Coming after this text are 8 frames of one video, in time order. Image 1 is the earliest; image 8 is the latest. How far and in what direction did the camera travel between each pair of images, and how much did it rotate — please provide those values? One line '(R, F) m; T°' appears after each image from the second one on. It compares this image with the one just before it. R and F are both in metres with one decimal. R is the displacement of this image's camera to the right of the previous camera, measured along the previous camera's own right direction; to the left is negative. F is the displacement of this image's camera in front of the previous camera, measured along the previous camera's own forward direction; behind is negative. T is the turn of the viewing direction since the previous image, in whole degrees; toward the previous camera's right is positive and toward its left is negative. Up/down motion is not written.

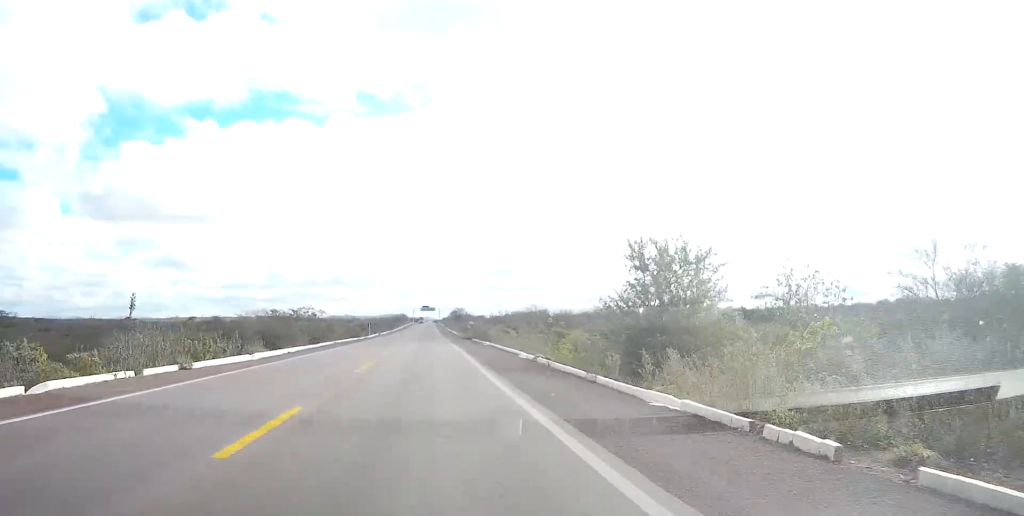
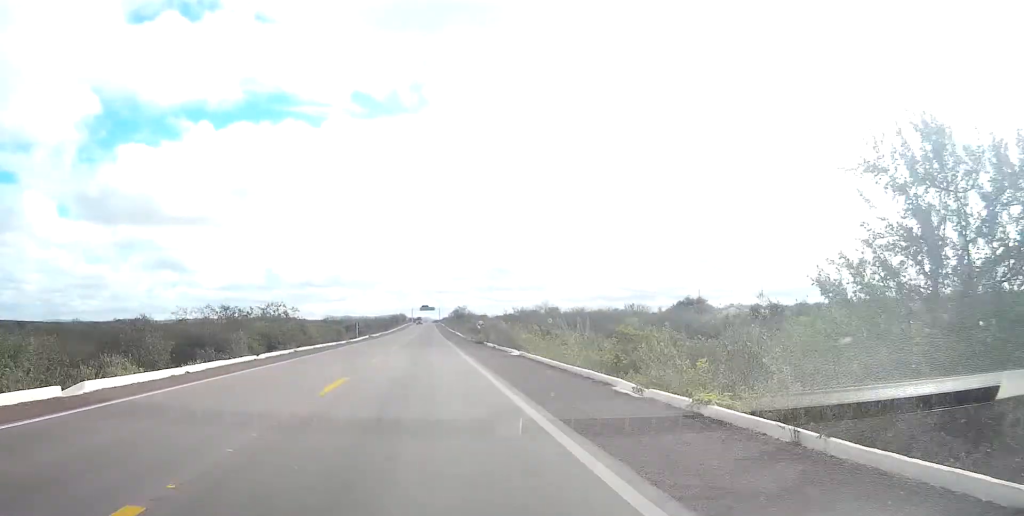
(0.0, +18.6) m; 0°
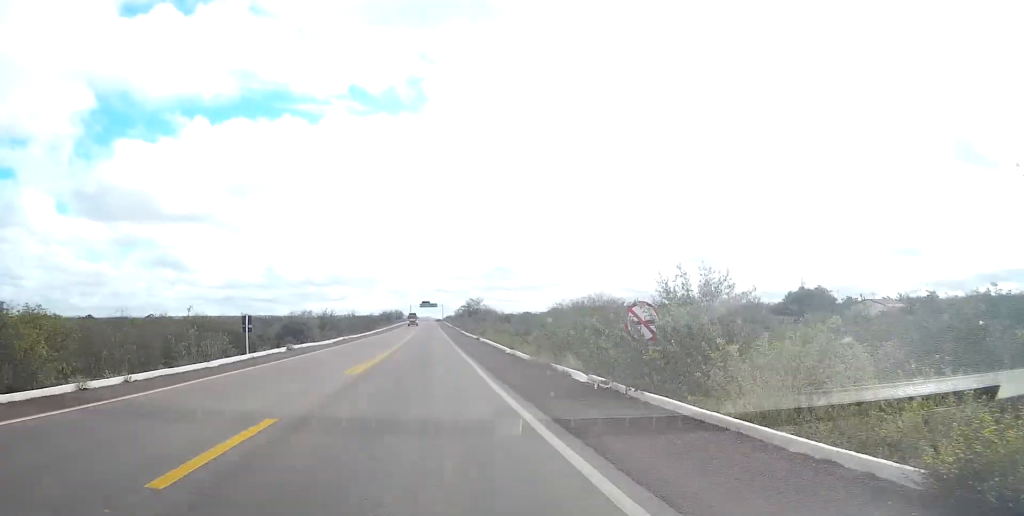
(+0.1, +57.5) m; 0°
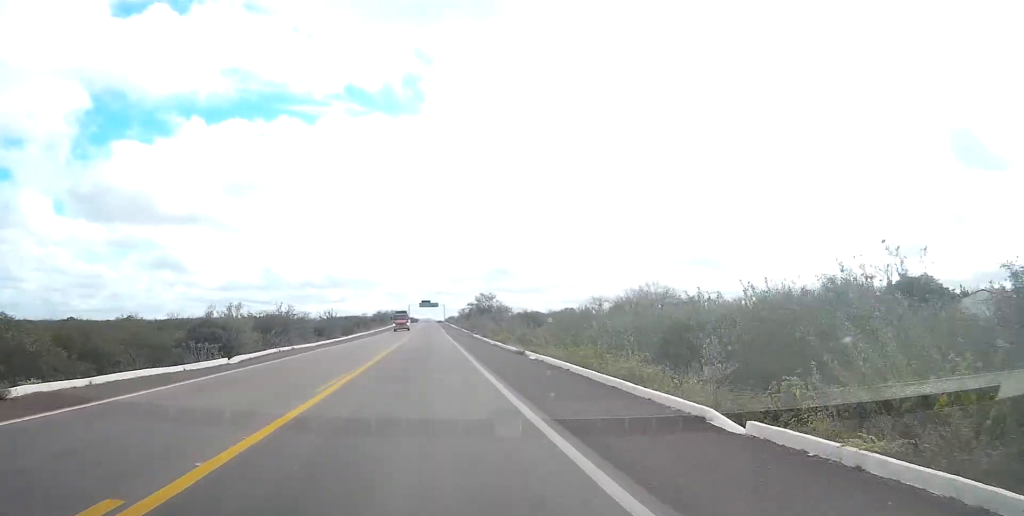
(+0.2, +30.5) m; 0°
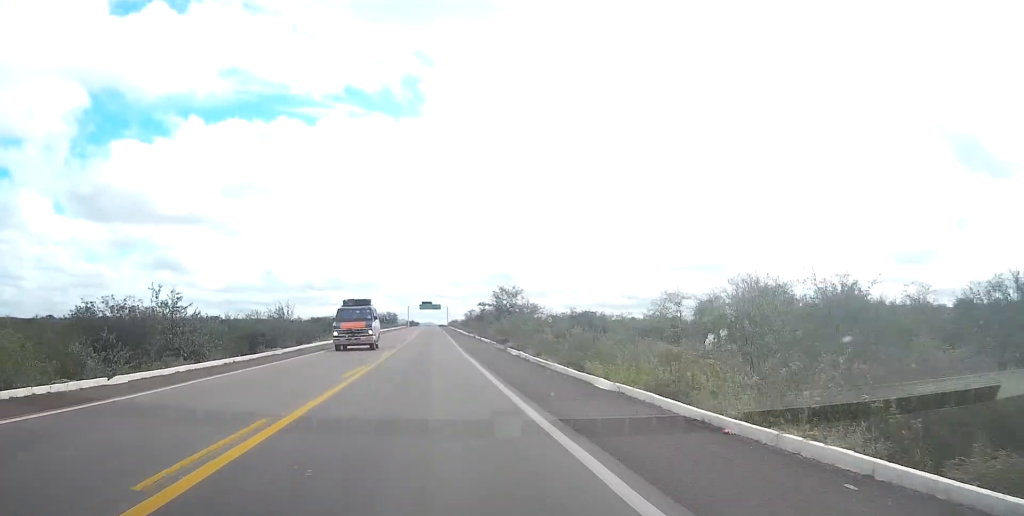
(-0.1, +32.5) m; 0°
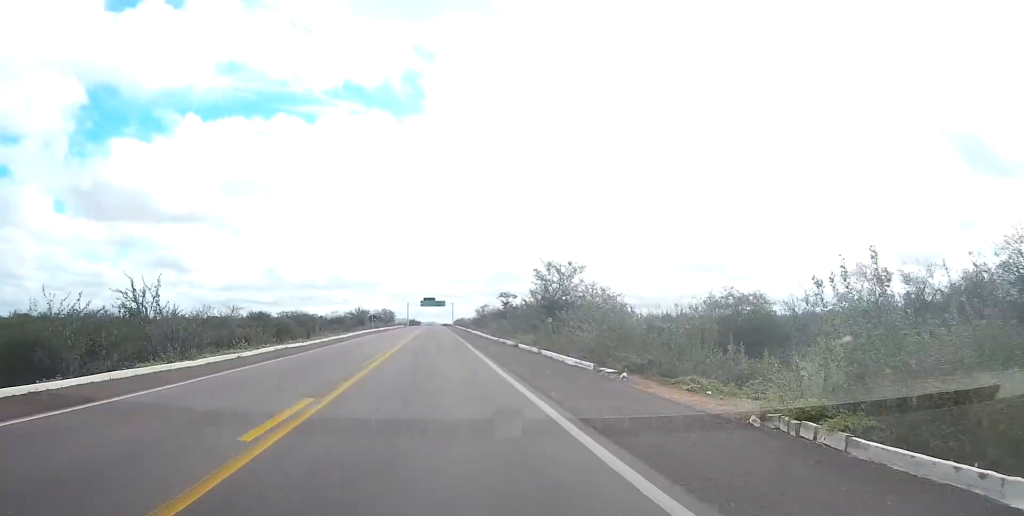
(0.0, +34.6) m; 0°
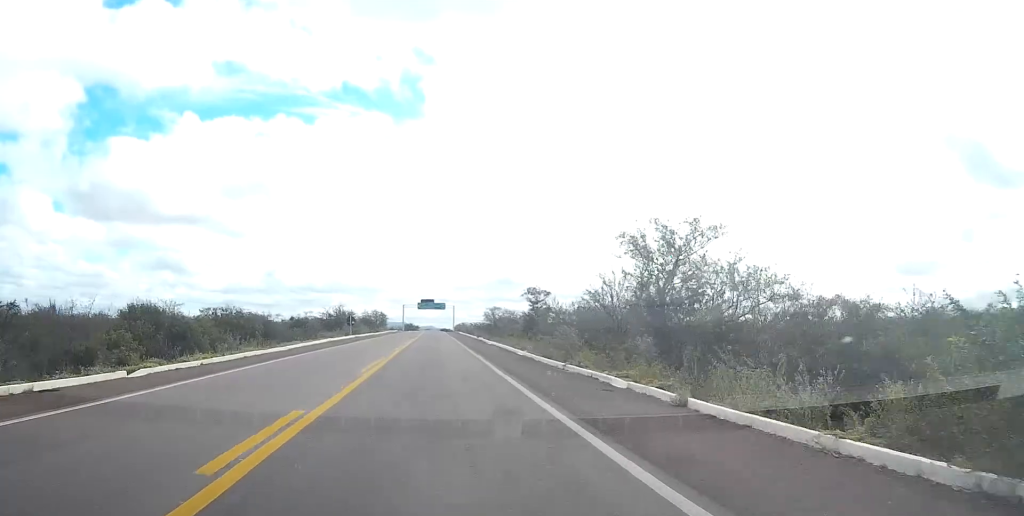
(0.0, +26.1) m; 0°
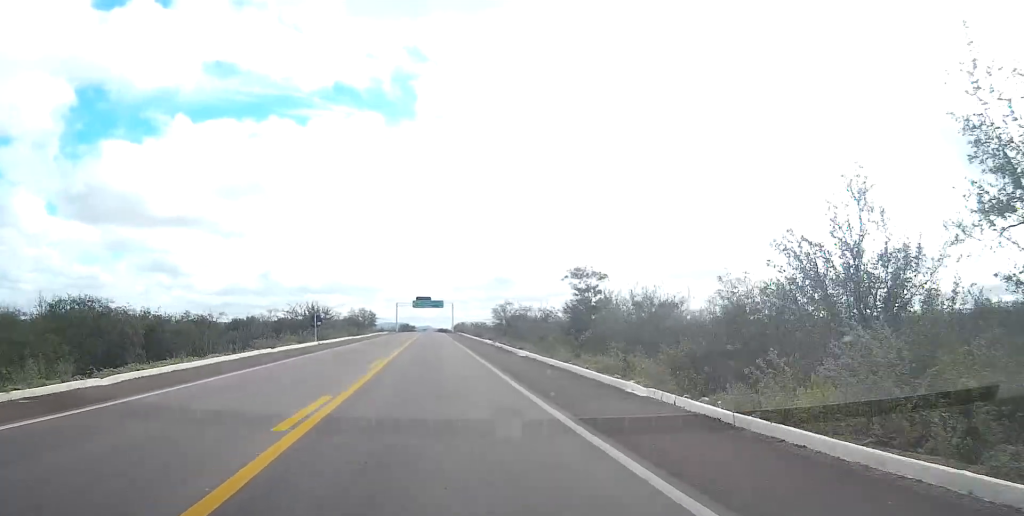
(0.0, +21.8) m; 0°
